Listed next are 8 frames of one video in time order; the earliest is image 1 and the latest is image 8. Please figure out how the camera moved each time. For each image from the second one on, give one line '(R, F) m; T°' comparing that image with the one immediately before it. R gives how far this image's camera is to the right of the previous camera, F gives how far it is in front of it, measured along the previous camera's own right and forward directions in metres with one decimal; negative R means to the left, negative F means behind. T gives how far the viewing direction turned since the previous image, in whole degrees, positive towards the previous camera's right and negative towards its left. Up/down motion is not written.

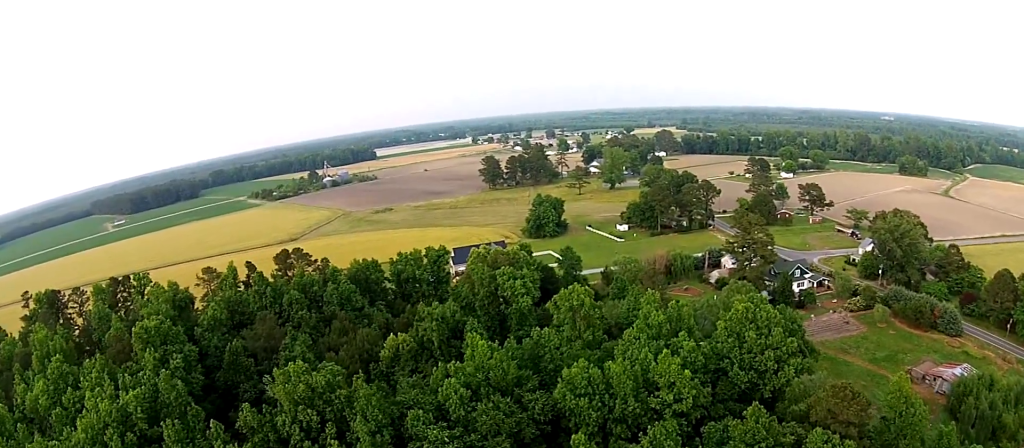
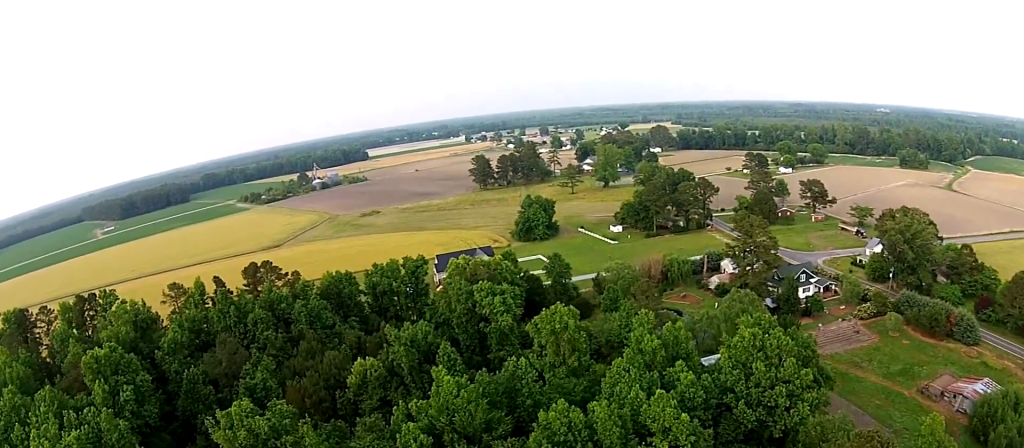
(-0.2, +12.2) m; -1°
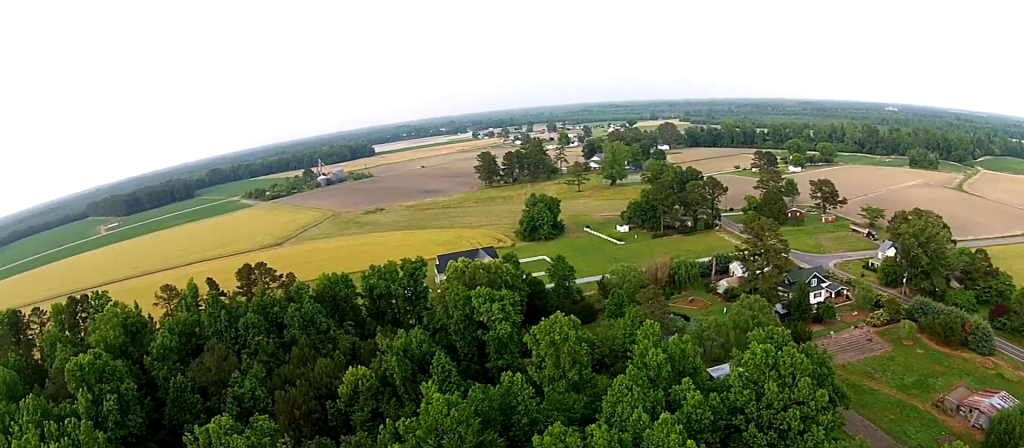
(0.0, +5.4) m; 0°
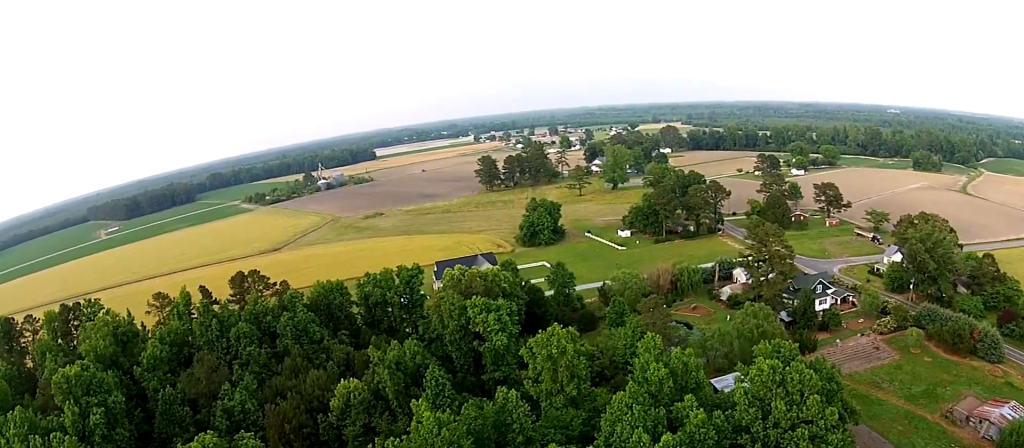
(0.0, +3.6) m; 0°
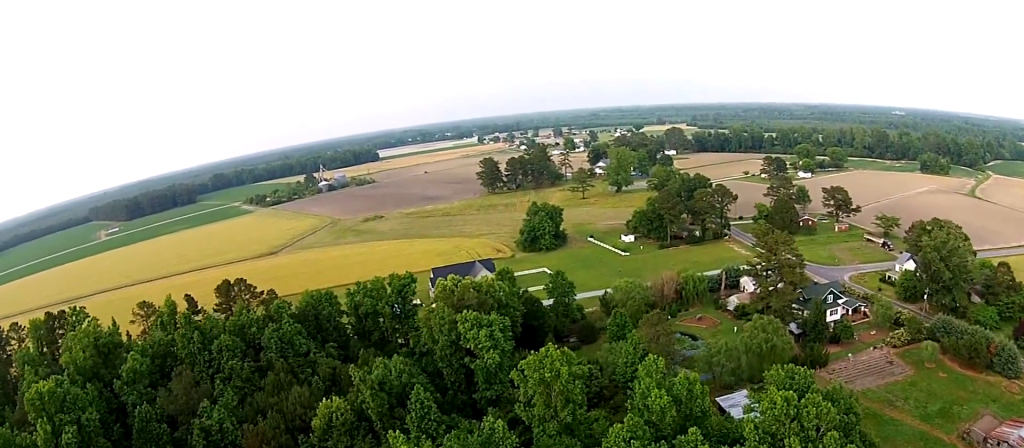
(-0.1, +7.0) m; 0°
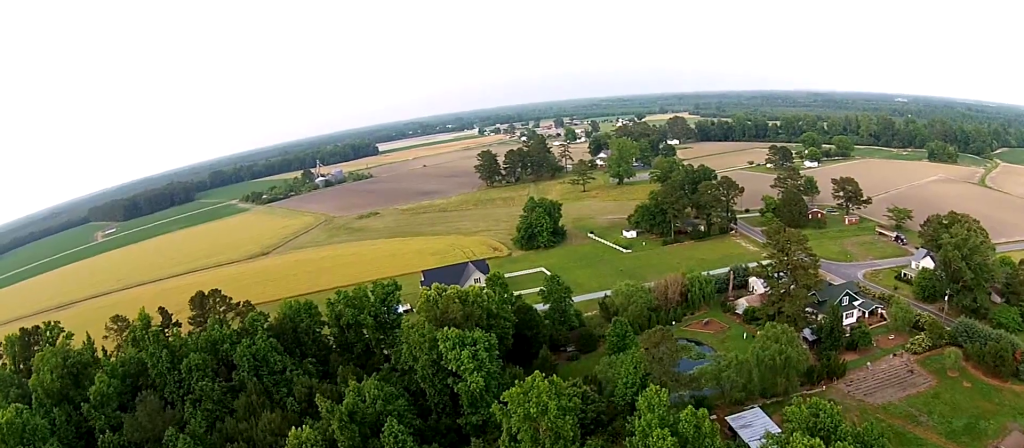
(0.0, +10.7) m; 0°
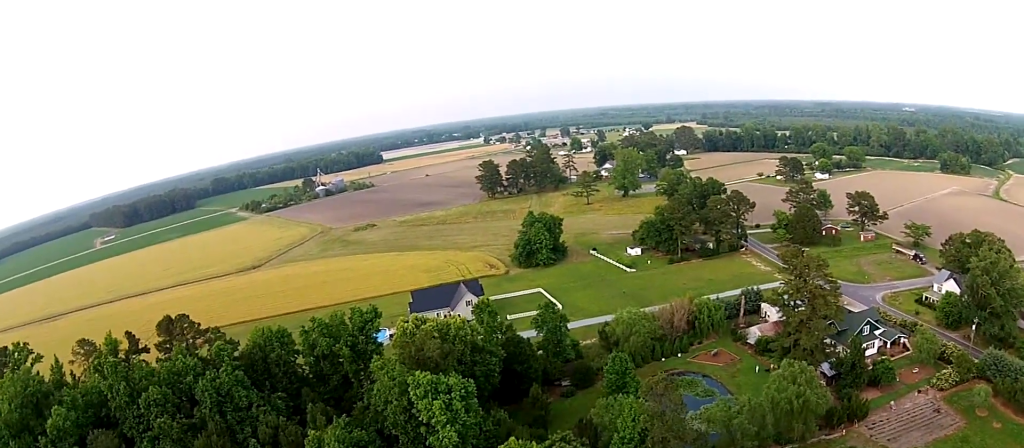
(0.0, +12.3) m; 0°
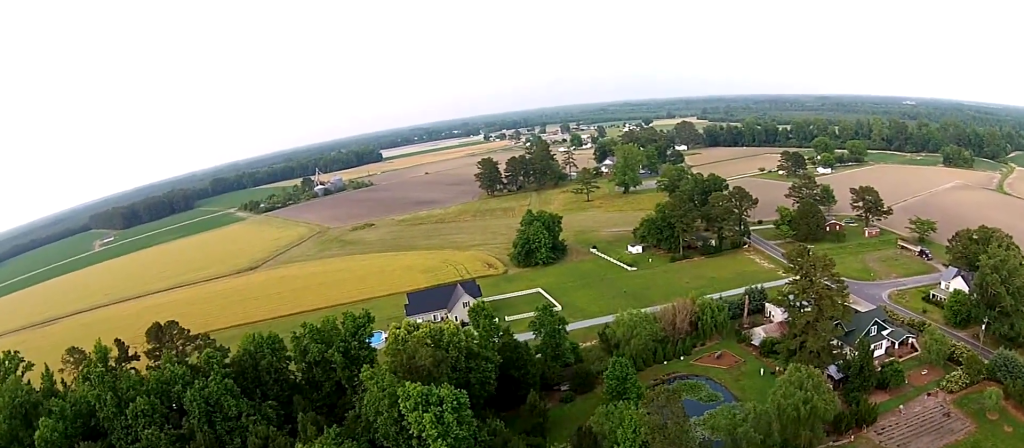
(0.0, +3.9) m; 0°
